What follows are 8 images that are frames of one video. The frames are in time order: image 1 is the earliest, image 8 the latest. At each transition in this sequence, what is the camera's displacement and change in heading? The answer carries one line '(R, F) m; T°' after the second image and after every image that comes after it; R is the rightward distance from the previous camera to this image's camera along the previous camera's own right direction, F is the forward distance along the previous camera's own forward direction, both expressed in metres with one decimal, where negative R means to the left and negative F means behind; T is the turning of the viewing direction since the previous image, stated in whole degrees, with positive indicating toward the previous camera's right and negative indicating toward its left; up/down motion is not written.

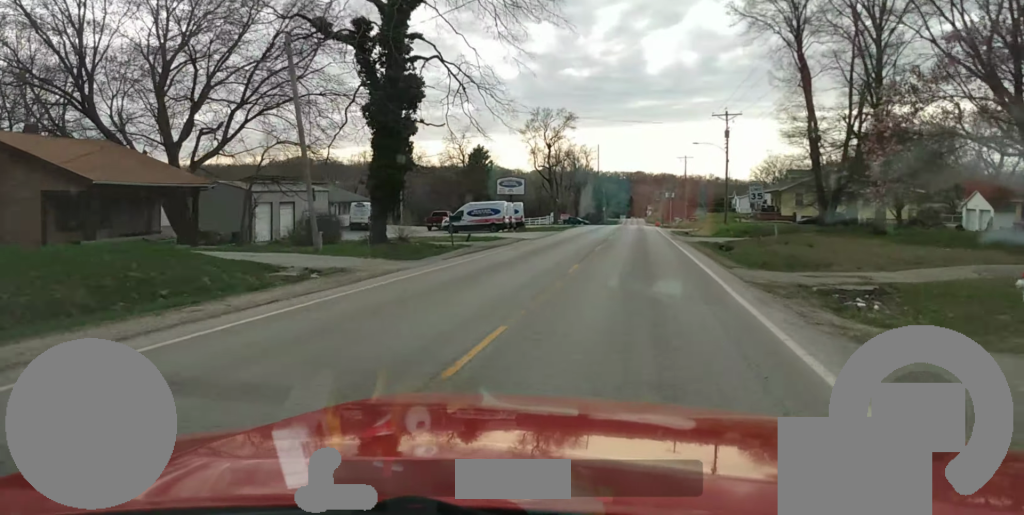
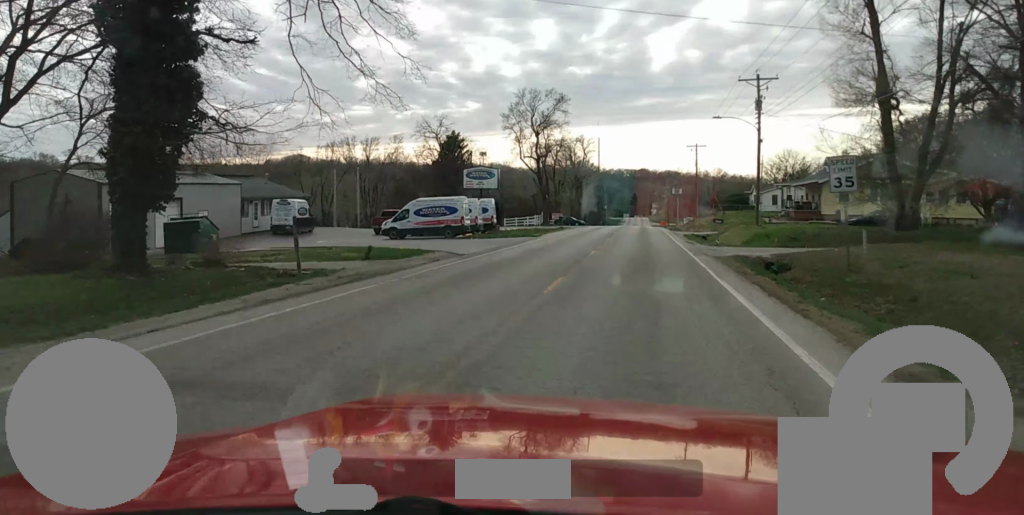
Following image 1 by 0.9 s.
(0.0, +16.5) m; 0°
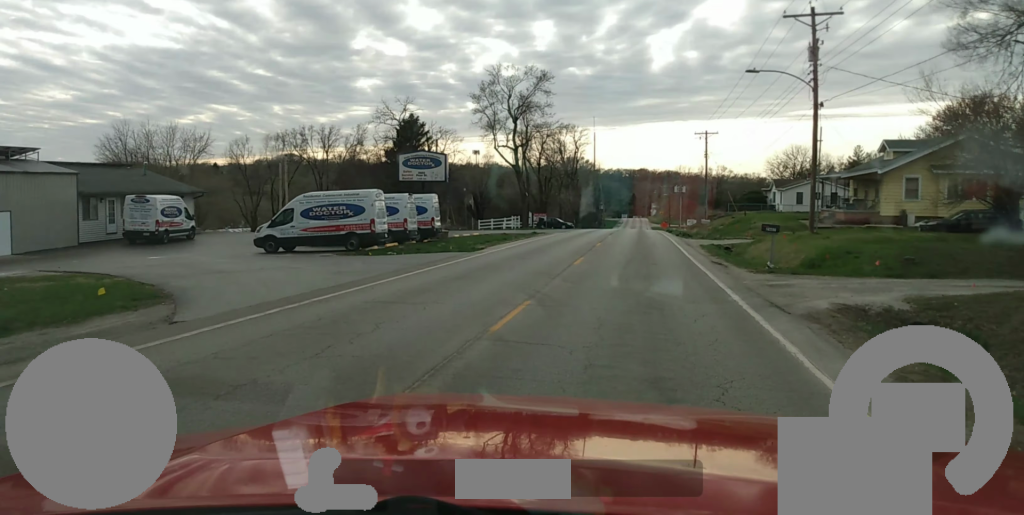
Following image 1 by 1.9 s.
(0.0, +17.2) m; 0°
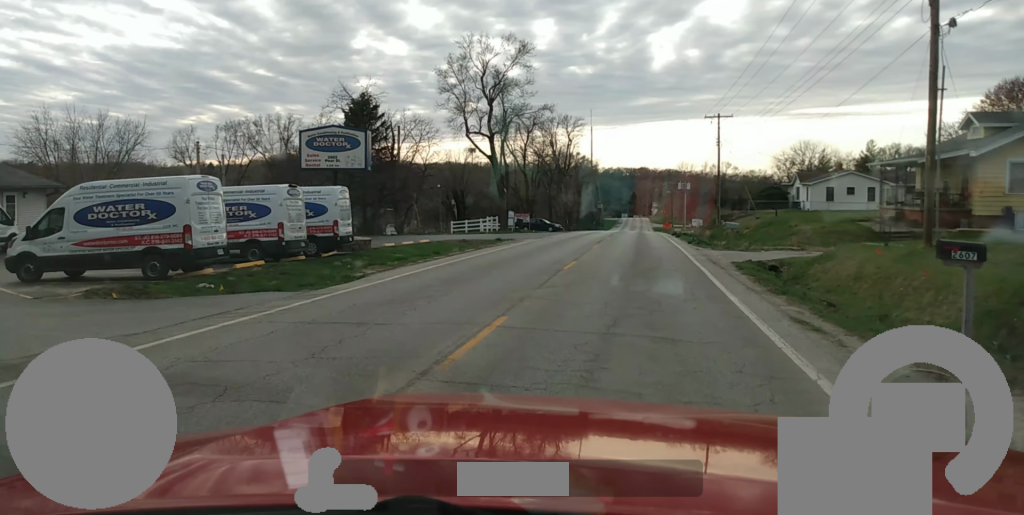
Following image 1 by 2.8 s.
(0.0, +16.1) m; 0°
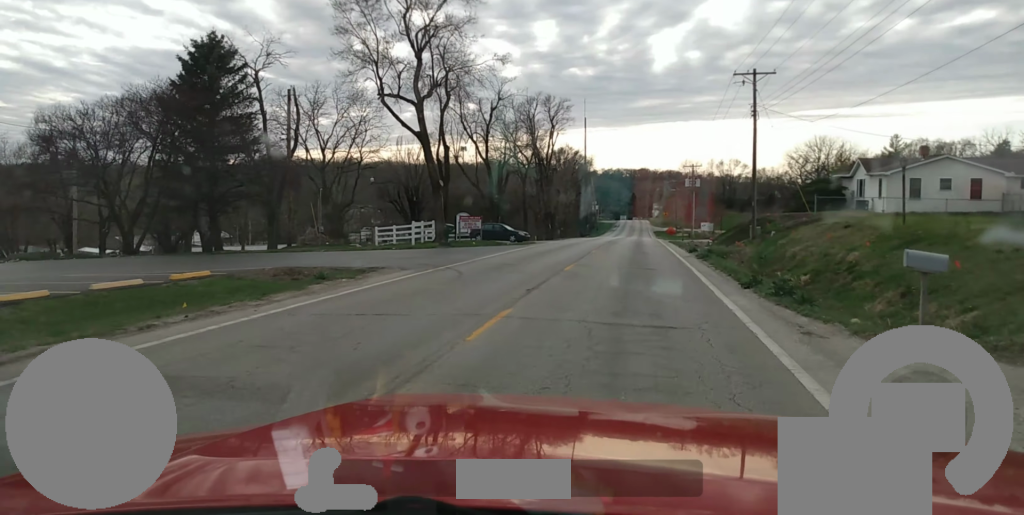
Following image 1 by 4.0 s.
(0.0, +20.3) m; 0°
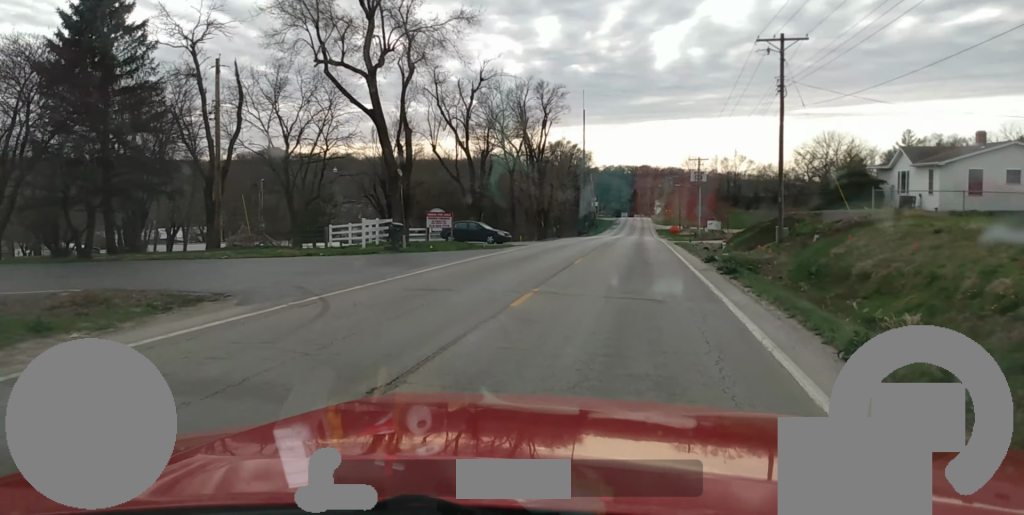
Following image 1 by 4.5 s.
(0.0, +9.0) m; 0°
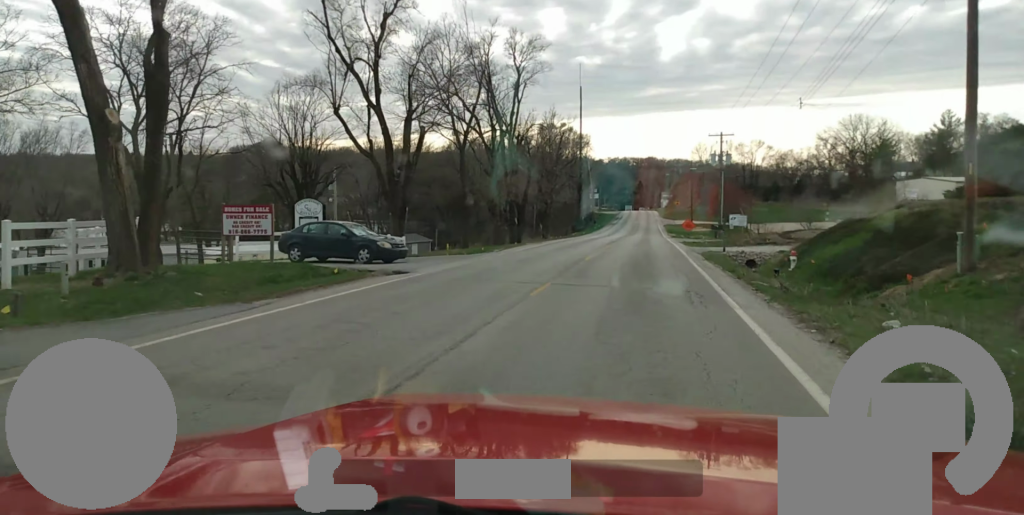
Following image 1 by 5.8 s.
(0.0, +23.0) m; 0°
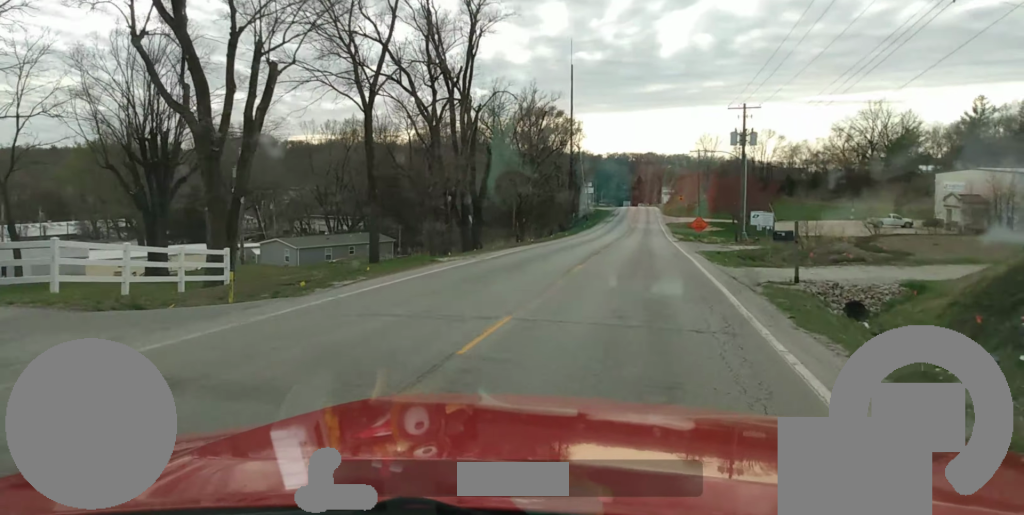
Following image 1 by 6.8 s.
(-0.1, +17.8) m; 0°
